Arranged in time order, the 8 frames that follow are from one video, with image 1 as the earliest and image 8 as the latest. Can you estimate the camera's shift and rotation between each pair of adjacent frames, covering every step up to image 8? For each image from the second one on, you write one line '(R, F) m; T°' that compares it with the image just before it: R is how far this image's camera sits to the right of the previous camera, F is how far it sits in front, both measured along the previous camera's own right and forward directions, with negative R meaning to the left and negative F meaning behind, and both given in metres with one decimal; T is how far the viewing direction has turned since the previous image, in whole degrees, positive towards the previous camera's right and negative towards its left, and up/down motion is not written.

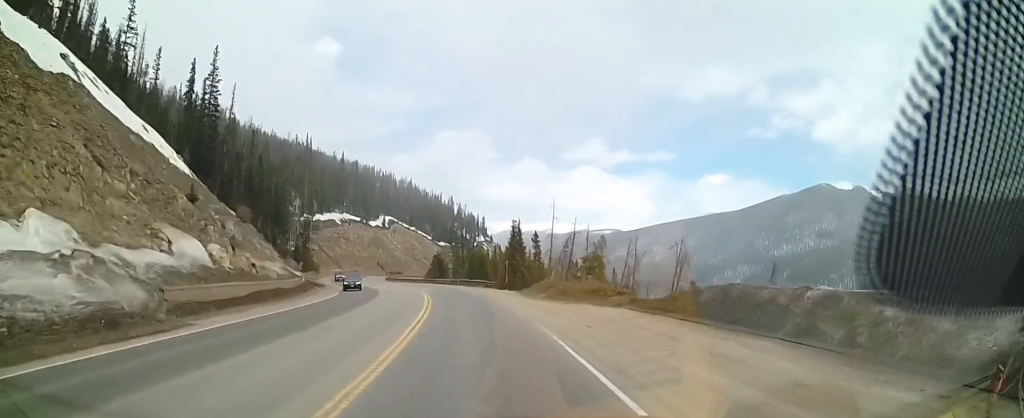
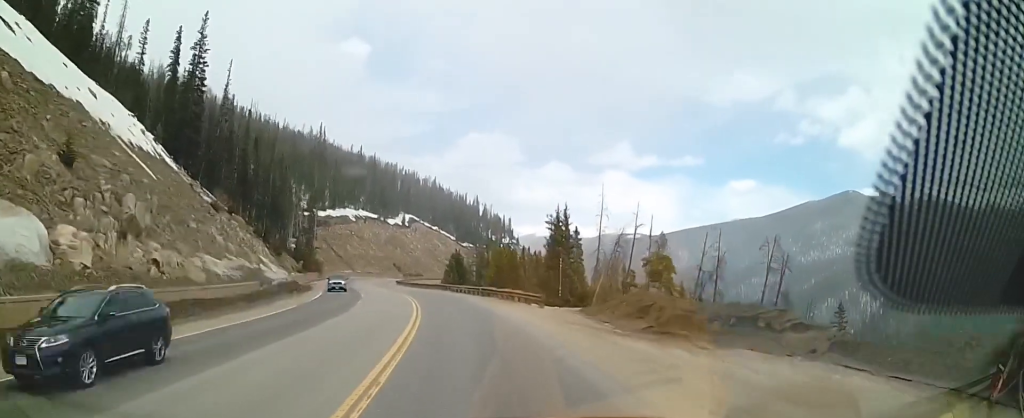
(-0.4, +19.2) m; -1°
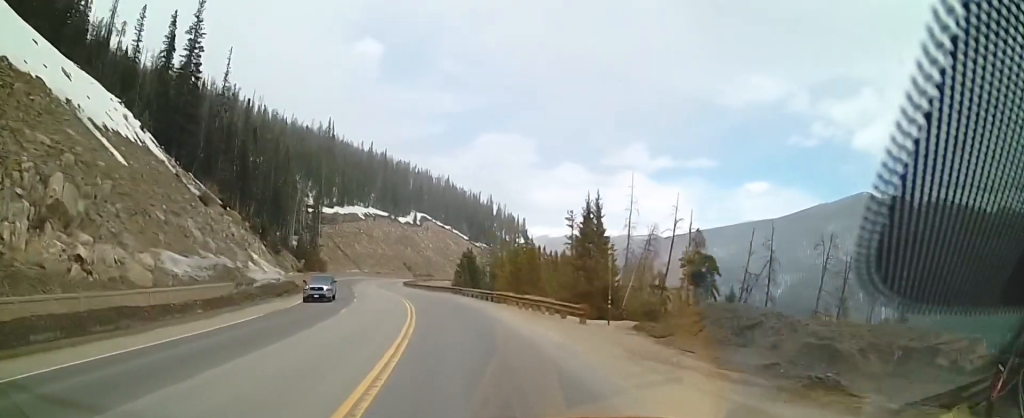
(+0.3, +7.9) m; -1°
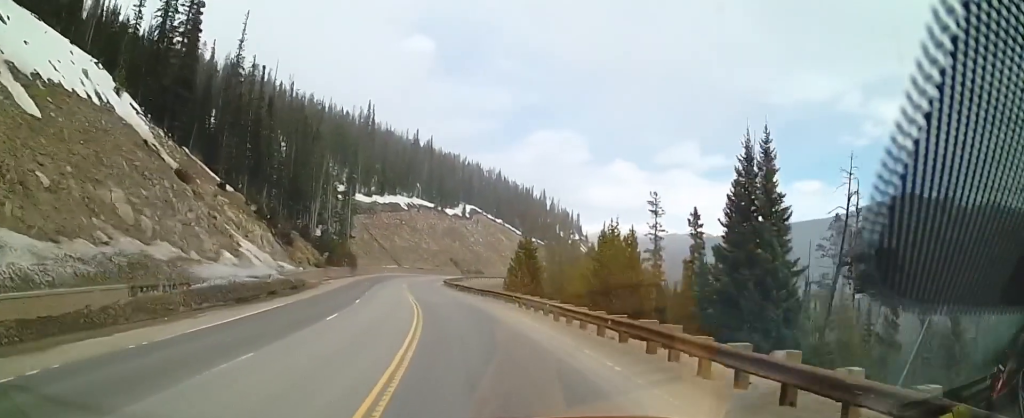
(-1.1, +18.4) m; -3°
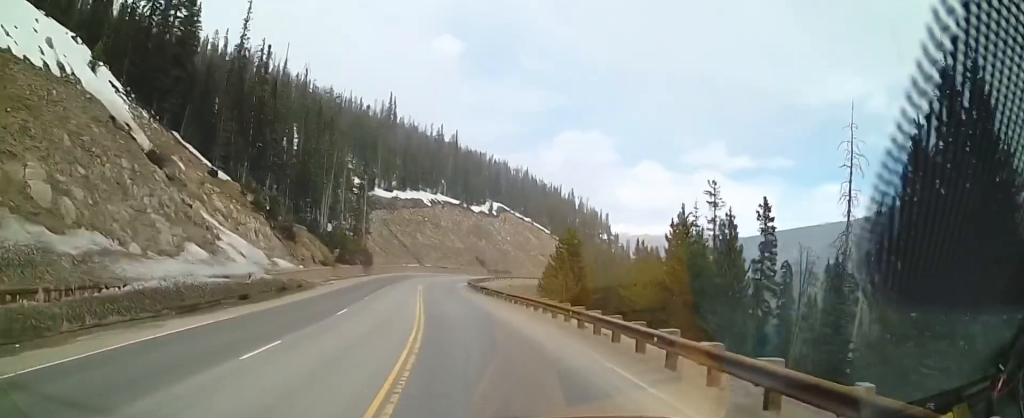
(+0.1, +10.0) m; -1°
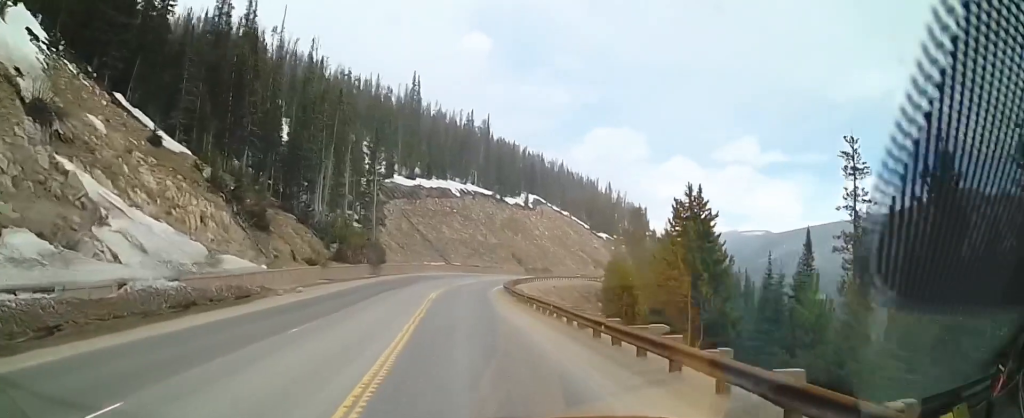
(-1.0, +18.7) m; -7°
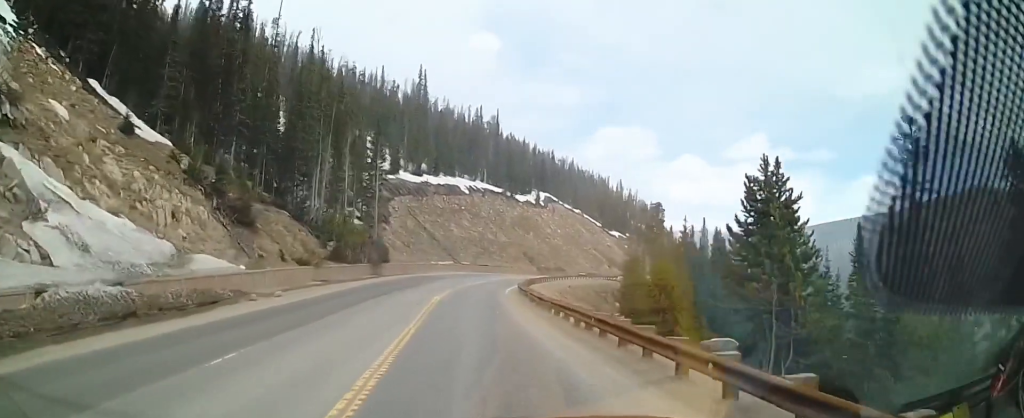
(-0.1, +5.8) m; -2°
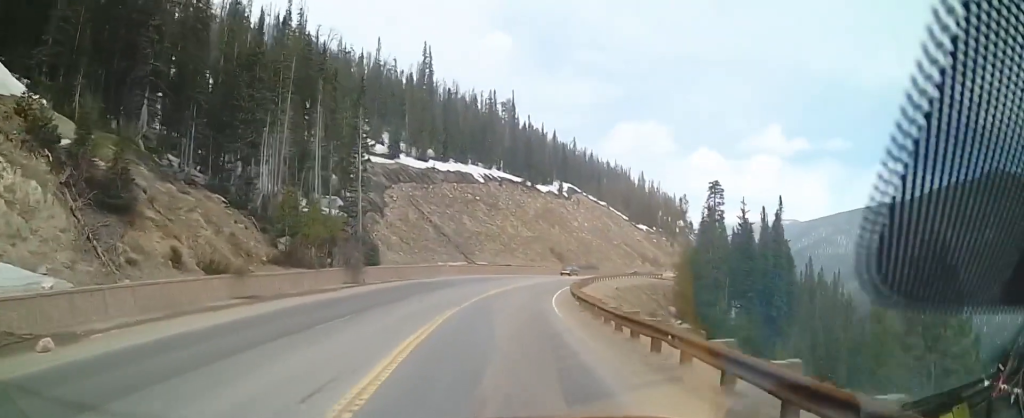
(-1.0, +20.1) m; -2°
